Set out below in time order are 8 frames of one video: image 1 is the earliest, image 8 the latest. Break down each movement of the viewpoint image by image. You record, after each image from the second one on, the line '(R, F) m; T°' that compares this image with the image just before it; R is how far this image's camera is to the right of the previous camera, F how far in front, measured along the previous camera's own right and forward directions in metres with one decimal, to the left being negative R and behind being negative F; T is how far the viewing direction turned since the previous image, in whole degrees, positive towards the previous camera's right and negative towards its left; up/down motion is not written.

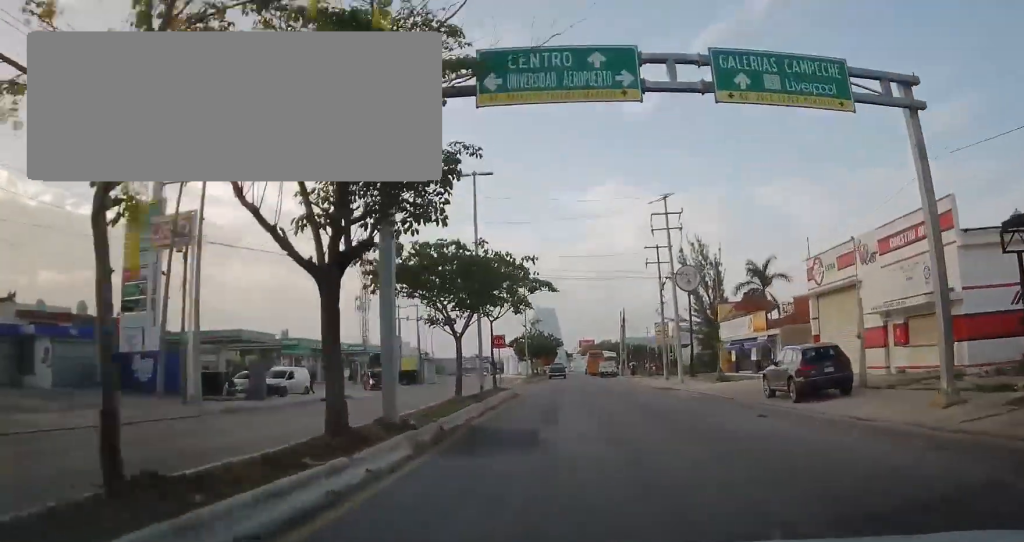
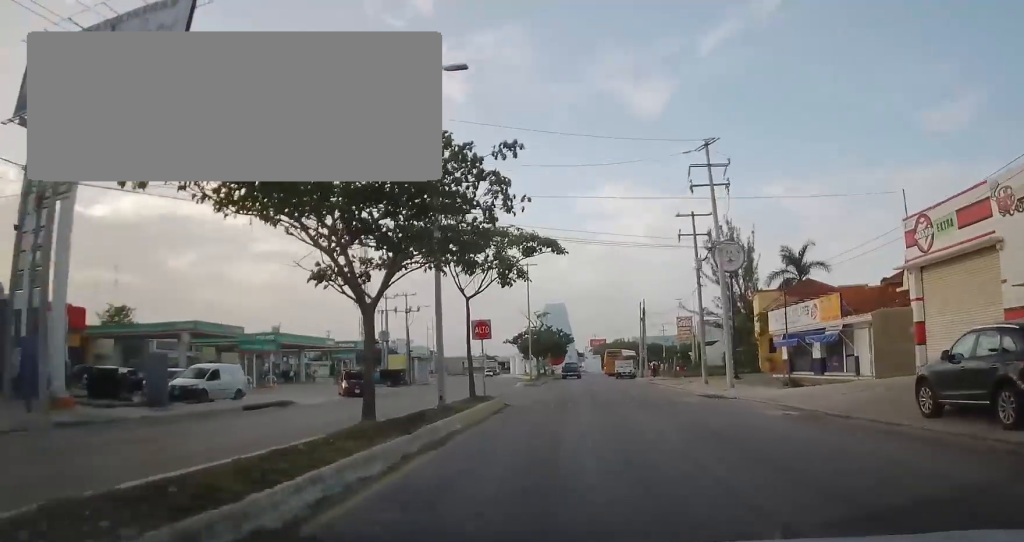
(-0.2, +9.8) m; -1°
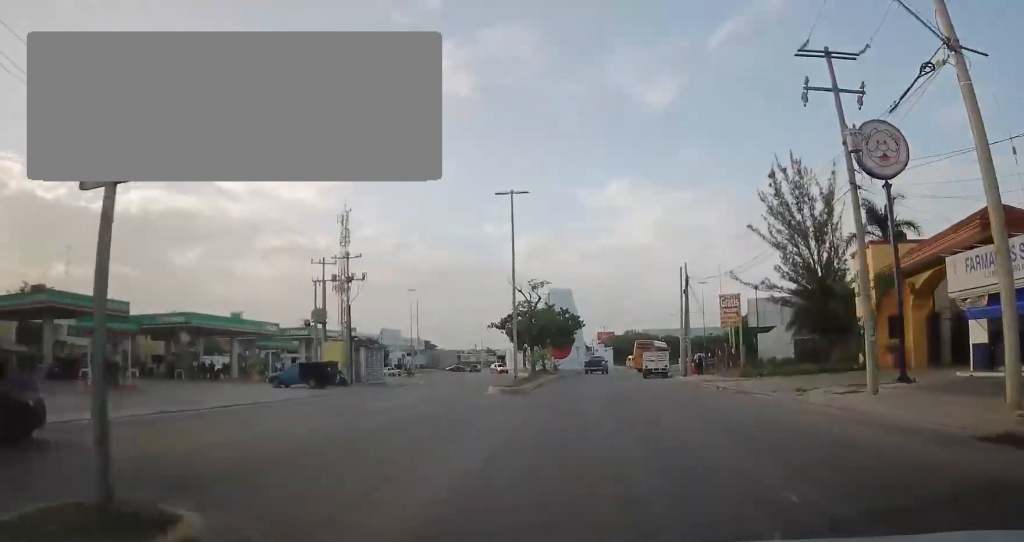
(-0.3, +20.3) m; -1°
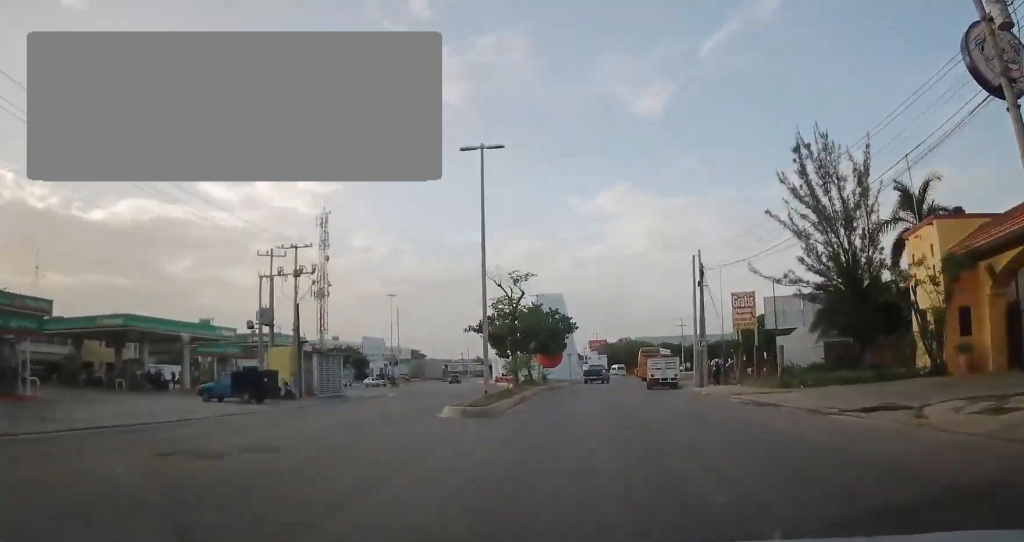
(0.0, +7.8) m; +1°
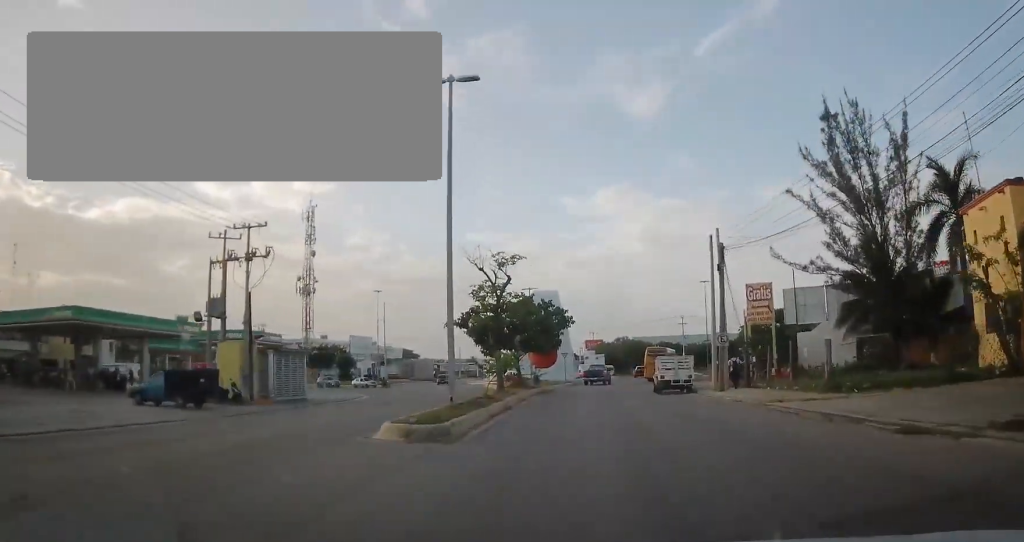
(-0.1, +5.4) m; +2°
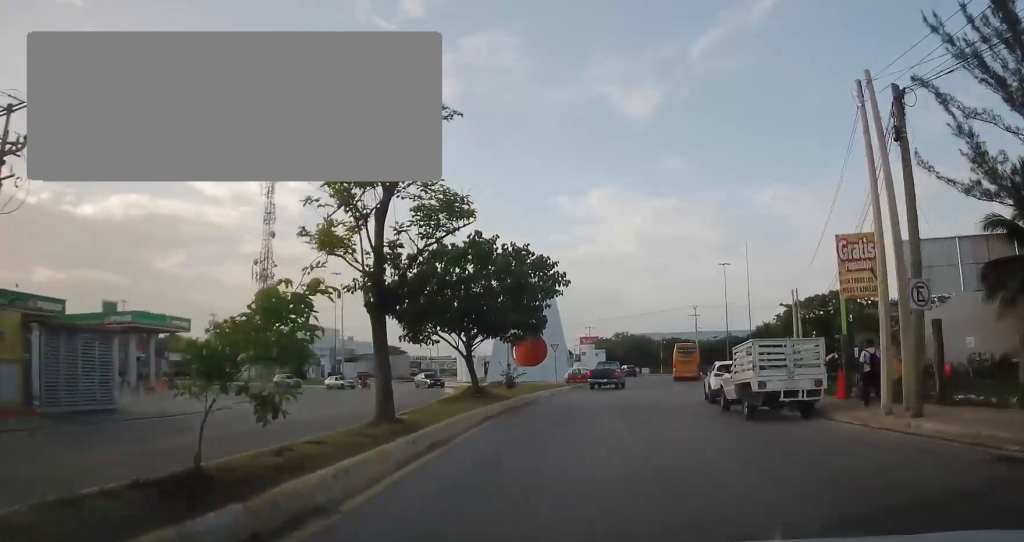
(+0.2, +16.1) m; 0°
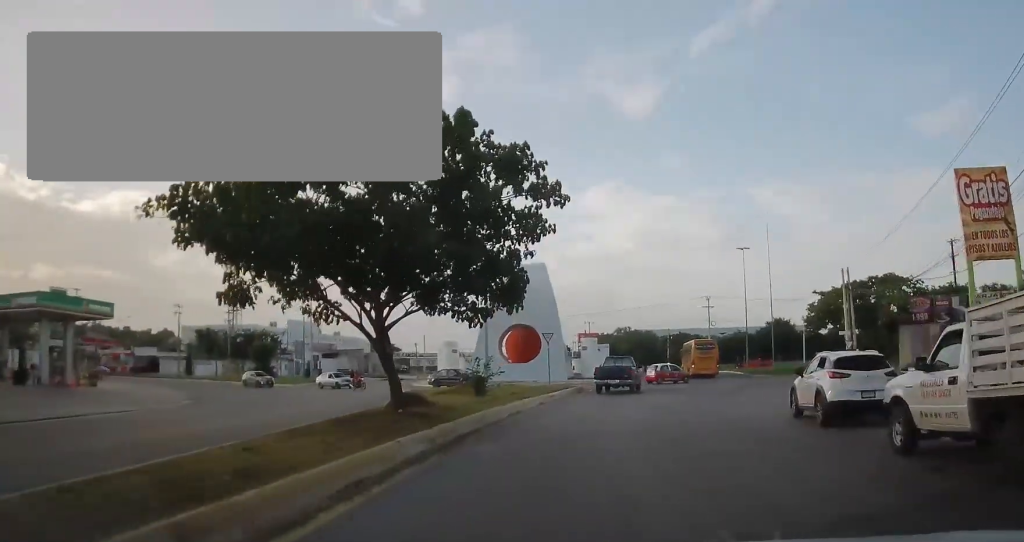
(+0.2, +10.2) m; +3°
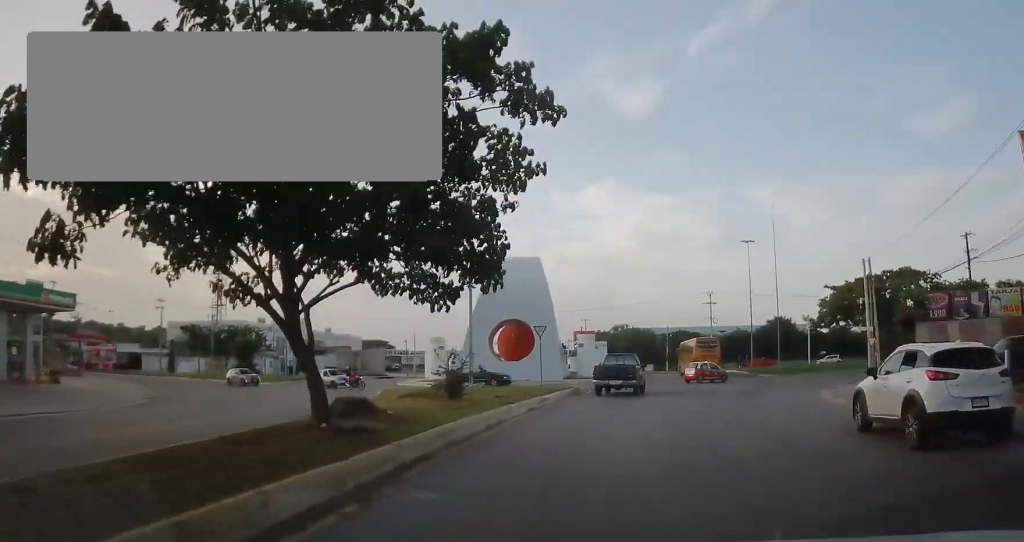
(+0.1, +3.9) m; +1°
